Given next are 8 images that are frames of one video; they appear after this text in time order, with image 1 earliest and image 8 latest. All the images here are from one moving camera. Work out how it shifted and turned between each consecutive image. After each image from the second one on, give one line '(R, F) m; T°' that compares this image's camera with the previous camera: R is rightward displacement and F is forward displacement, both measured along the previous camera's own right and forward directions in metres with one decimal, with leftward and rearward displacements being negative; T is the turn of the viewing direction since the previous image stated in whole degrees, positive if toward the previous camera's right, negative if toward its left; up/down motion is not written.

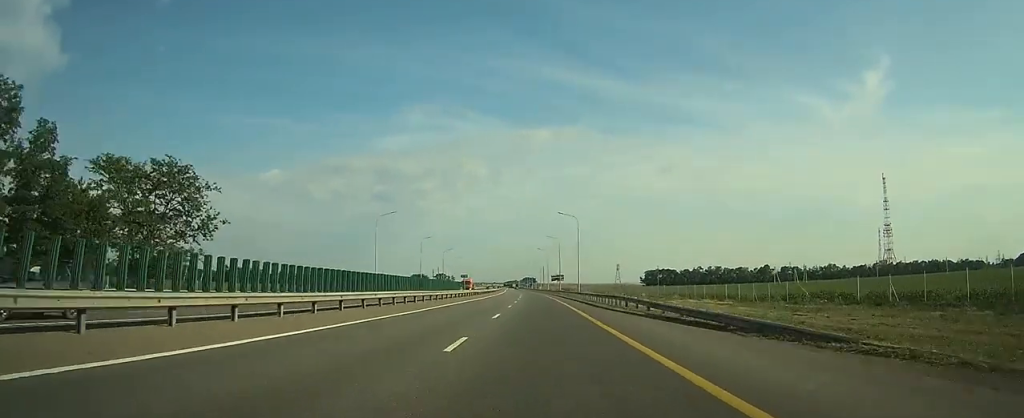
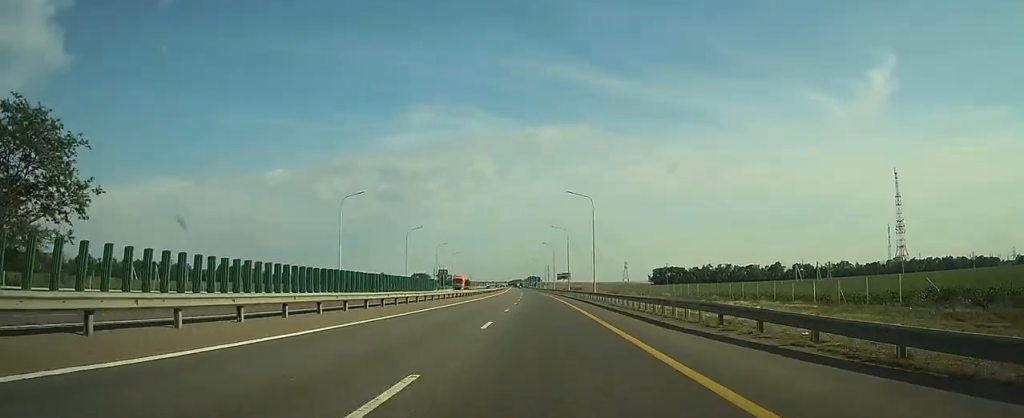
(-0.1, +17.9) m; -1°
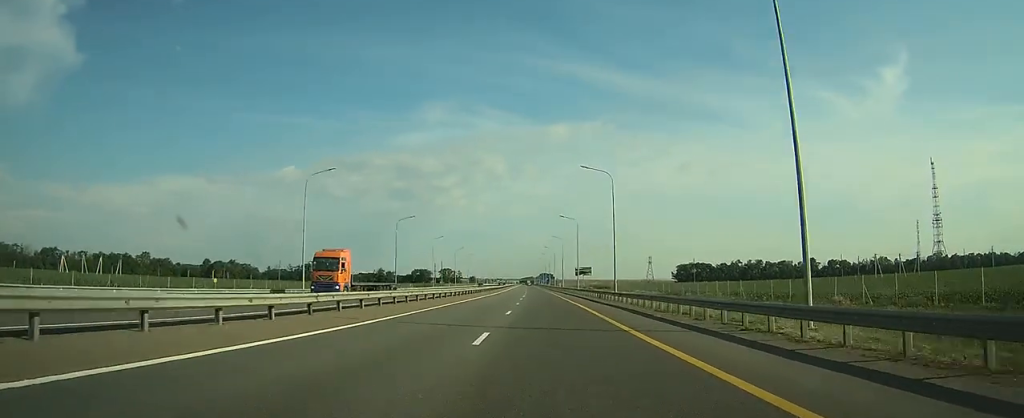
(-0.7, +52.7) m; -1°
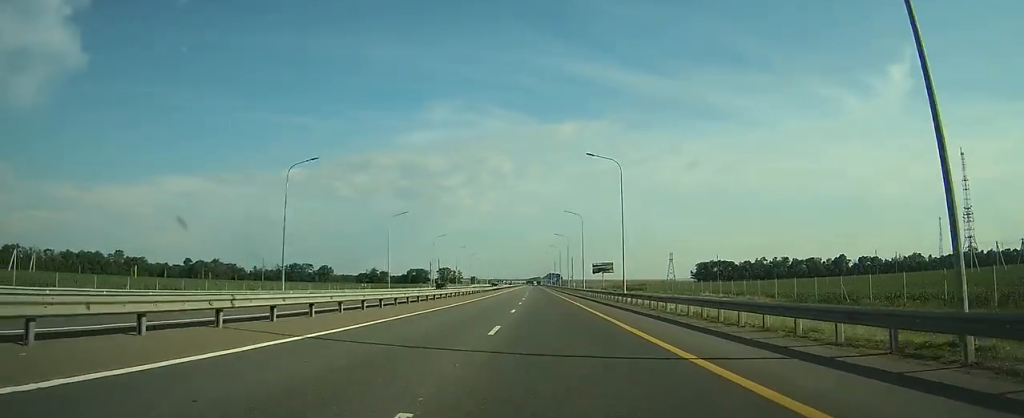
(-0.4, +45.2) m; -1°
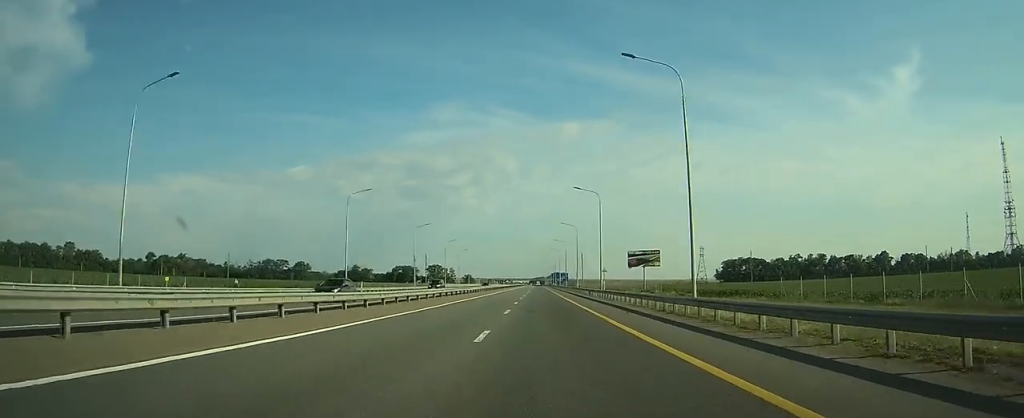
(-0.2, +62.5) m; 0°
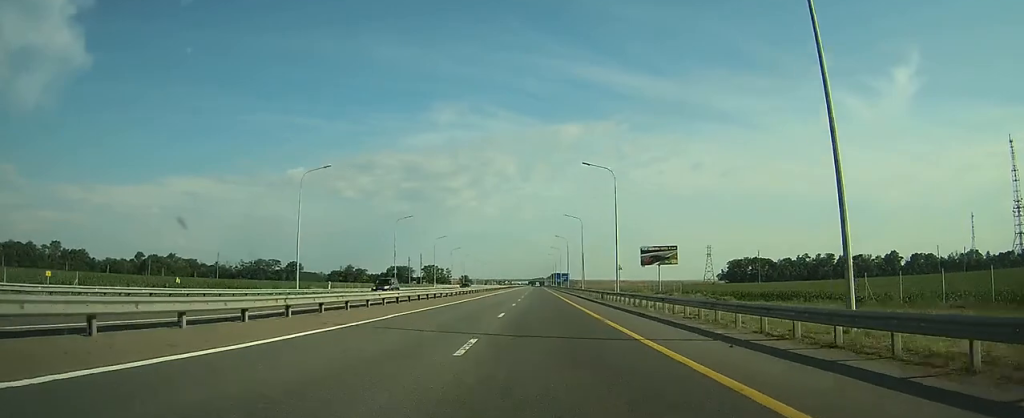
(0.0, +14.5) m; 0°
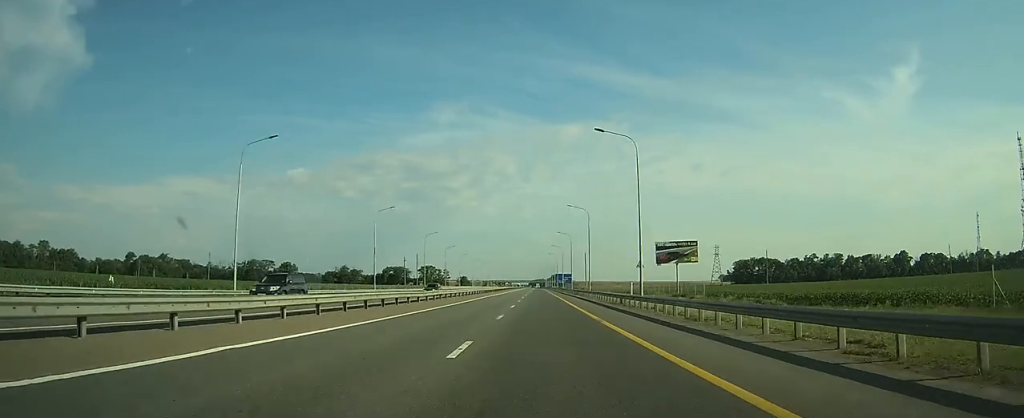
(0.0, +12.3) m; 0°
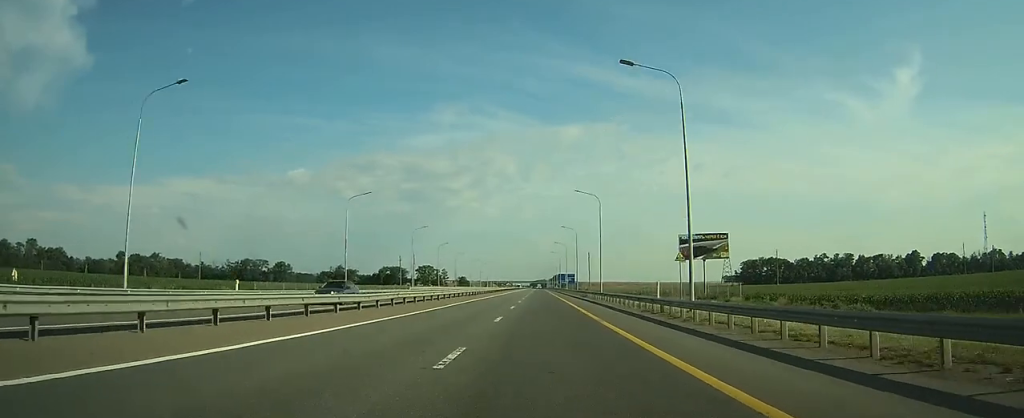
(0.0, +13.4) m; 0°
